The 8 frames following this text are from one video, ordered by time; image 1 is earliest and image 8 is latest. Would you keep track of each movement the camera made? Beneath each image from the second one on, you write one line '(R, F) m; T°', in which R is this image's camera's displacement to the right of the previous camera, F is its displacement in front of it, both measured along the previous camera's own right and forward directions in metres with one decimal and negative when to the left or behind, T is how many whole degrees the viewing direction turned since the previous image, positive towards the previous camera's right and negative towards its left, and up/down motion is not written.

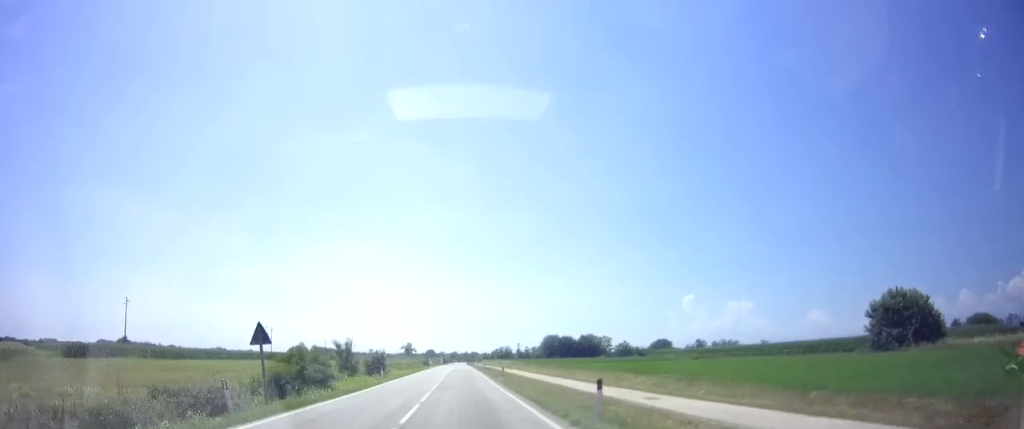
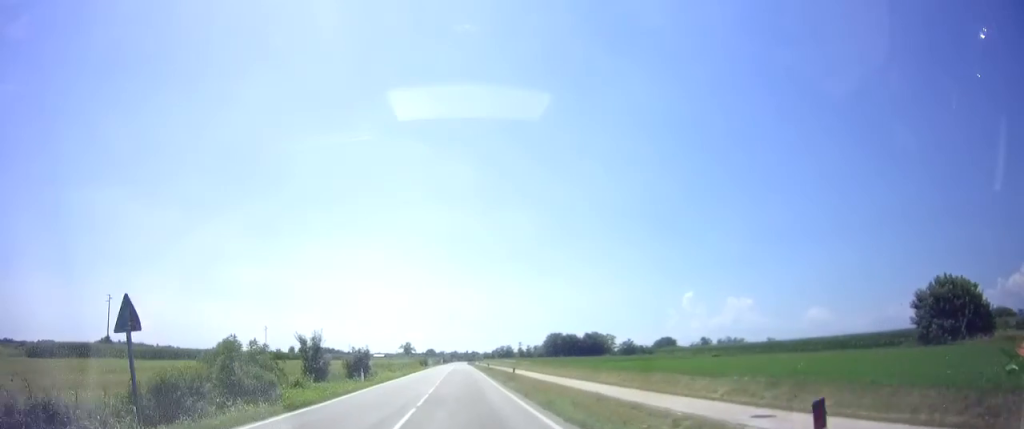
(-0.2, +7.9) m; 0°
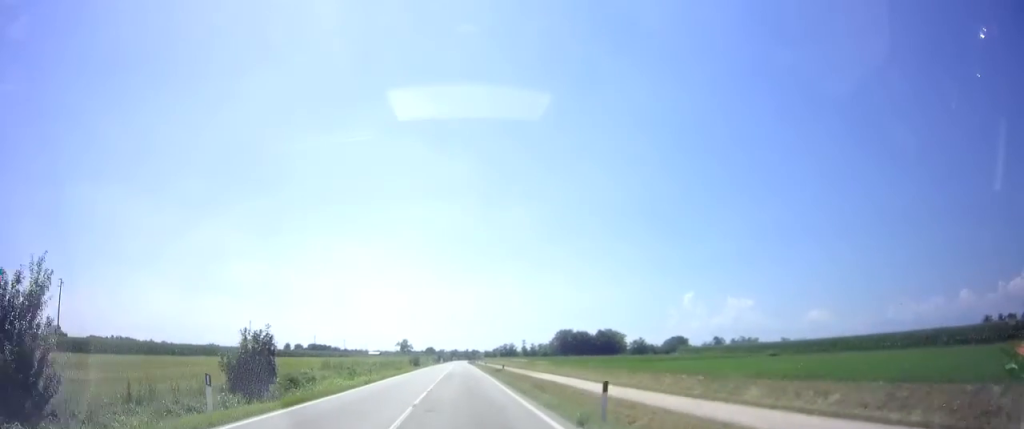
(0.0, +18.2) m; +1°
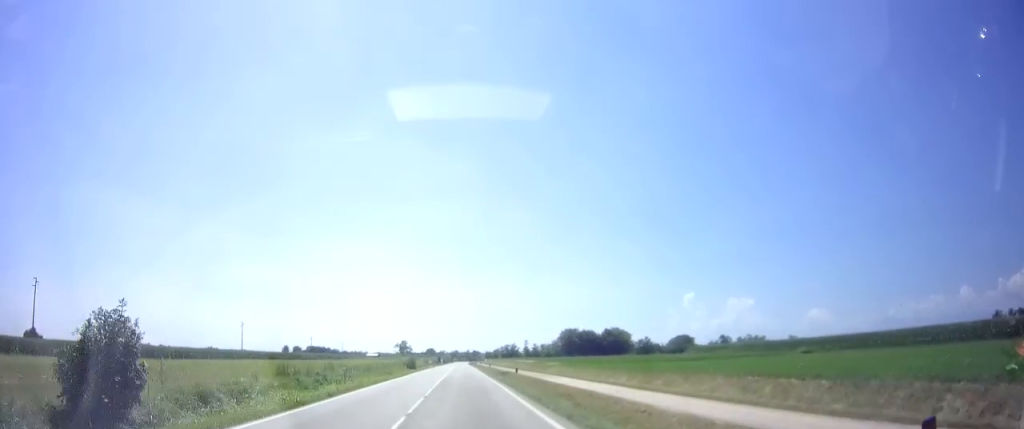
(+0.1, +7.9) m; +1°
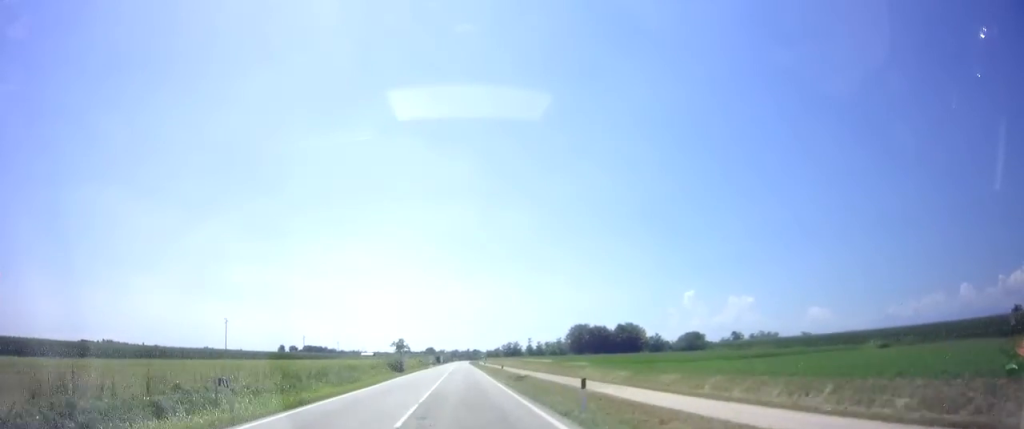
(0.0, +14.6) m; 0°
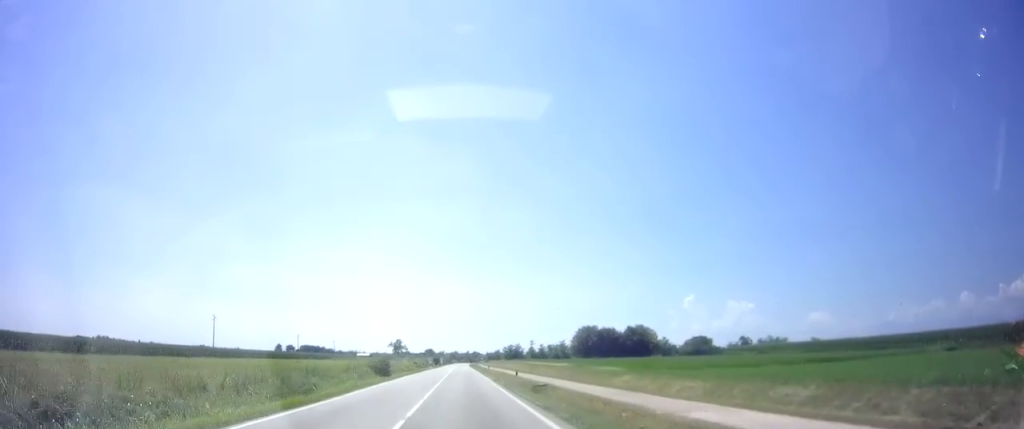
(0.0, +9.8) m; 0°
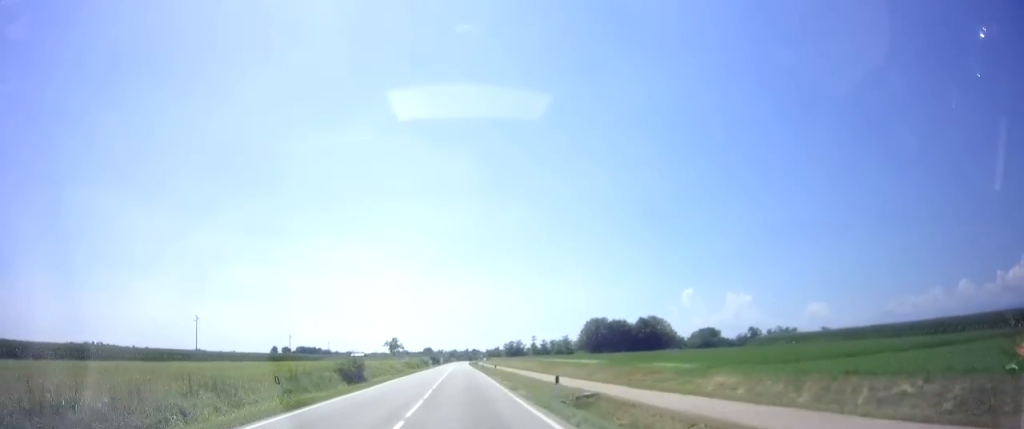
(0.0, +12.2) m; 0°
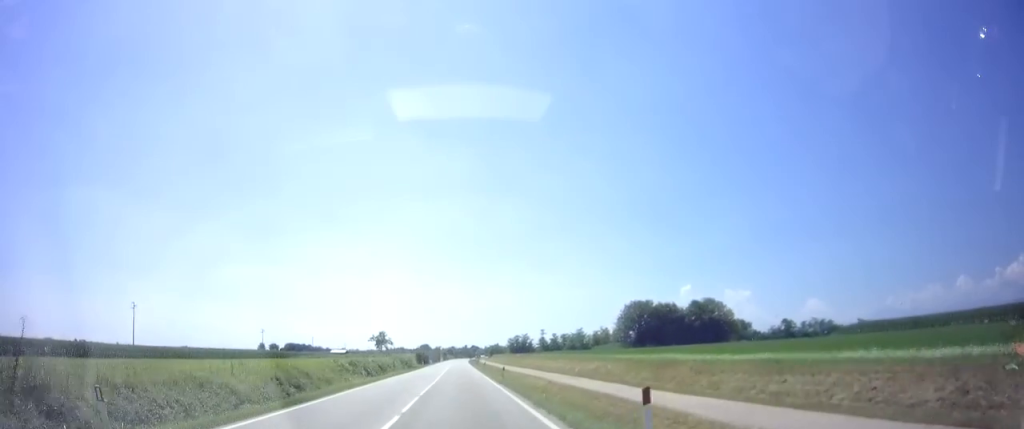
(0.0, +34.6) m; -1°
